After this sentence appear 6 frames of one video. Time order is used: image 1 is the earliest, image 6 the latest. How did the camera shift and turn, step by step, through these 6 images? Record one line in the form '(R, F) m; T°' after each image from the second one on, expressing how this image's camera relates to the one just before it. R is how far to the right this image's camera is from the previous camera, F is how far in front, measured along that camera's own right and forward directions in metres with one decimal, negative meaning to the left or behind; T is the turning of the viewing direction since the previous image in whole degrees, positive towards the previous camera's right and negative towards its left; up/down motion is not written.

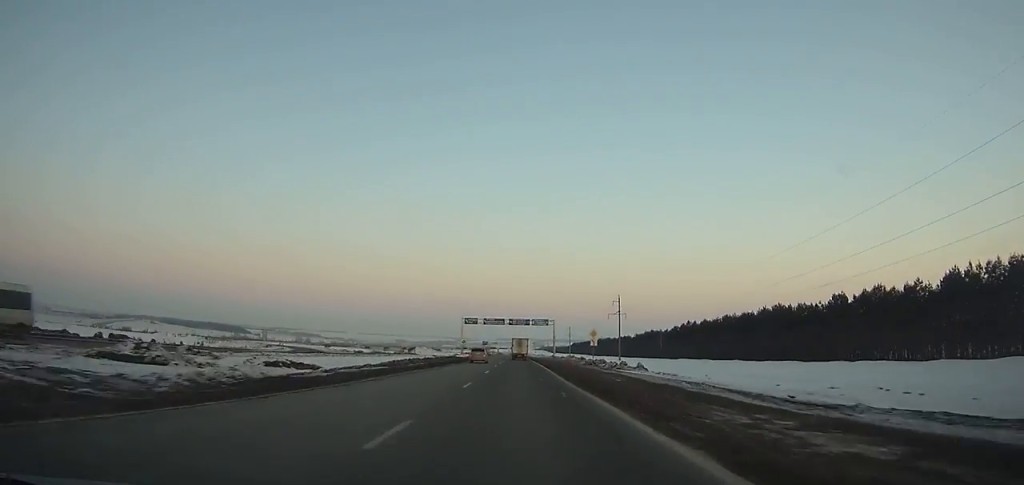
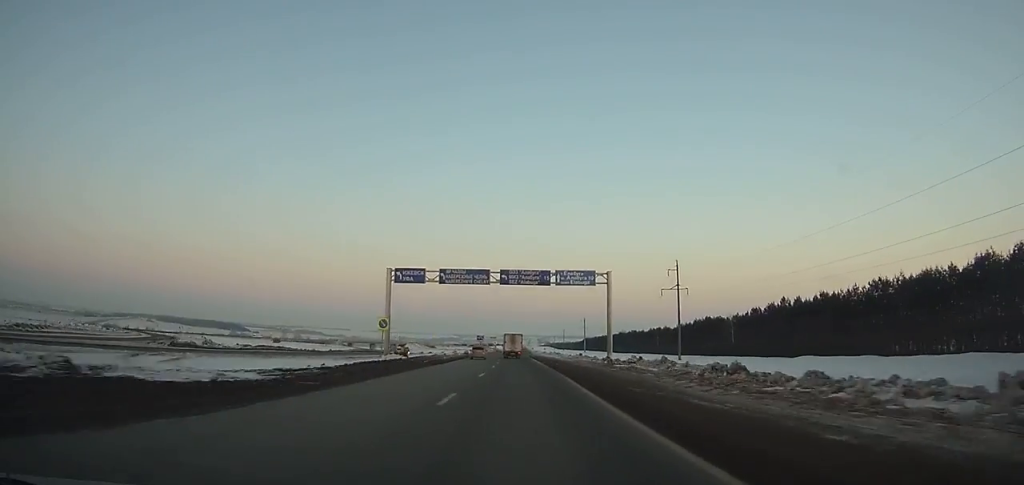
(-0.4, +65.4) m; -1°
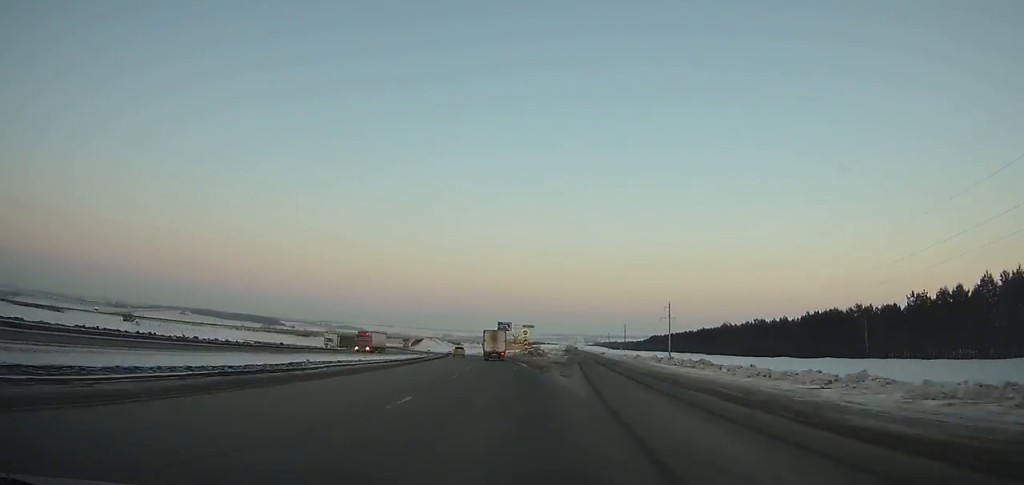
(-4.3, +107.1) m; -6°
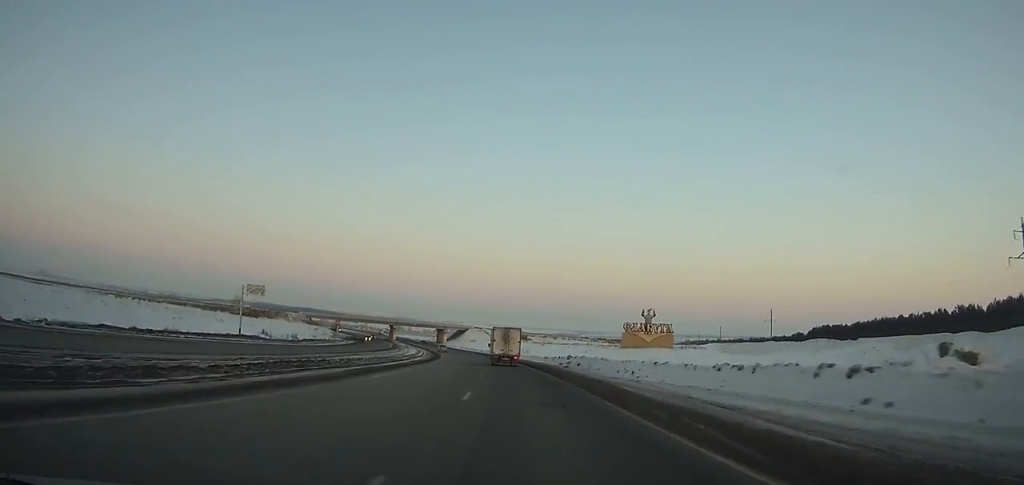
(-11.3, +141.9) m; -9°
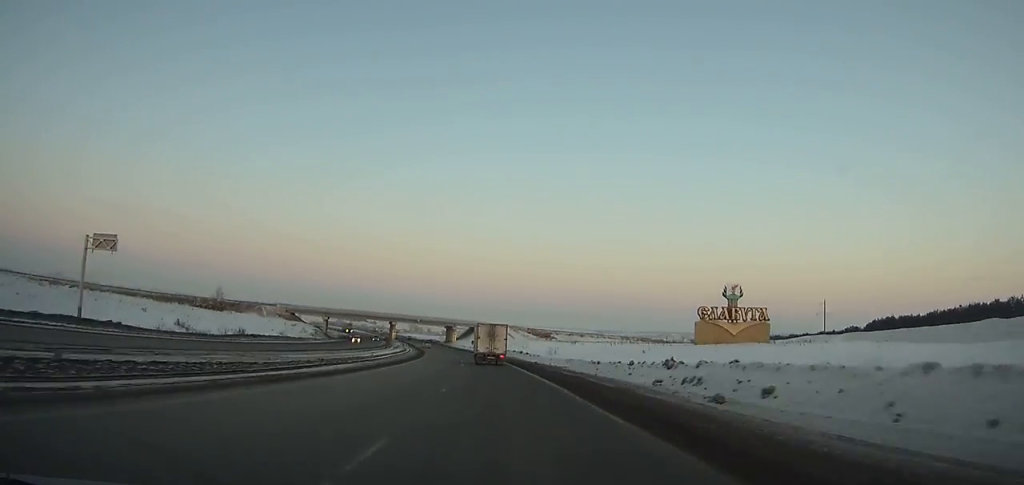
(+0.7, +32.8) m; -3°
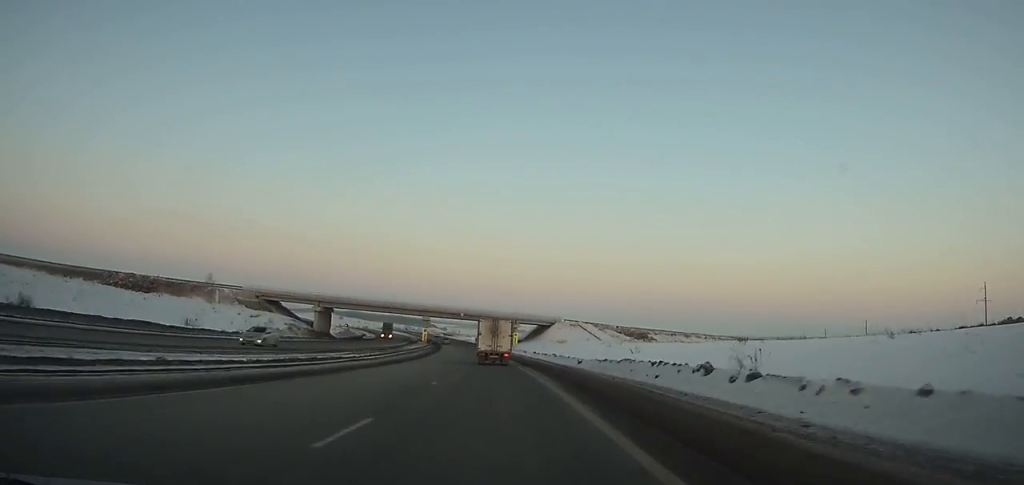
(-3.8, +58.6) m; -5°
